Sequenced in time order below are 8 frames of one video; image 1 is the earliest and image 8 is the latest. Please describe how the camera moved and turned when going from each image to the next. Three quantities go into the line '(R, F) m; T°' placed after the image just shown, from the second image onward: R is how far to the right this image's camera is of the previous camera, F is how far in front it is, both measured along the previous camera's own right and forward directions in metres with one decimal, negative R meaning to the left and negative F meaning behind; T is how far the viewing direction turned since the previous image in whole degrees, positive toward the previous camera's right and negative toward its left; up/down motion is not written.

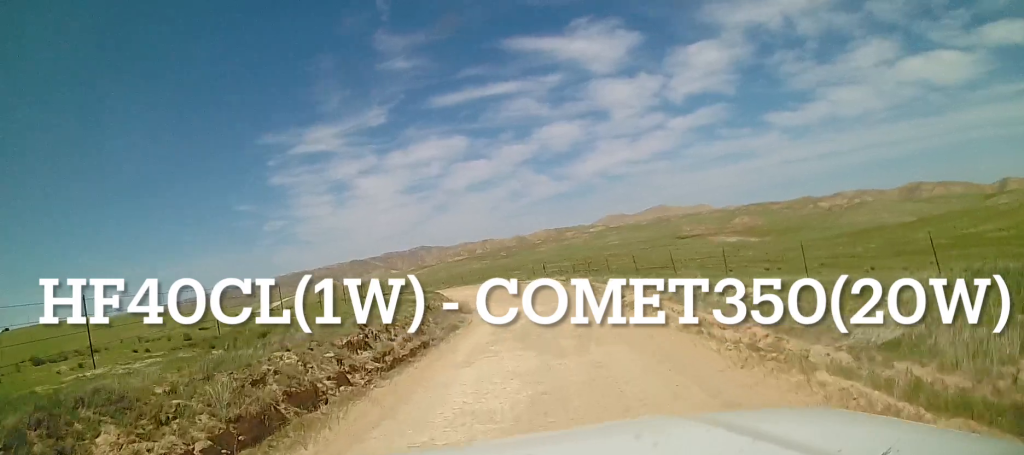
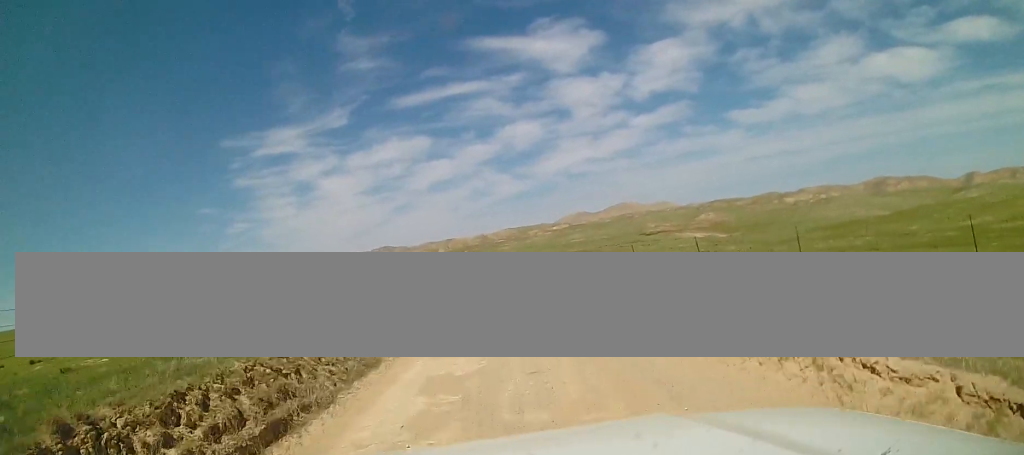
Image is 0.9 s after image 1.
(+0.3, +8.4) m; +3°
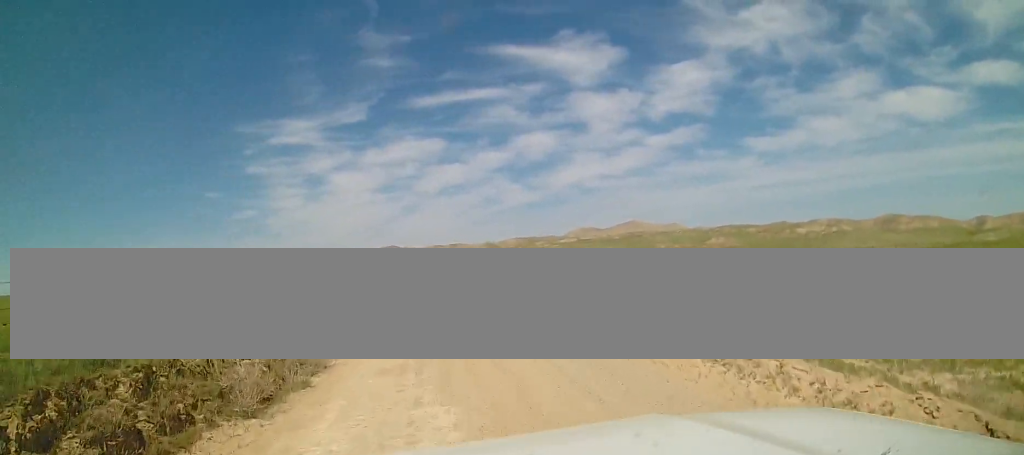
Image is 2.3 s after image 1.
(+0.2, +12.9) m; -2°
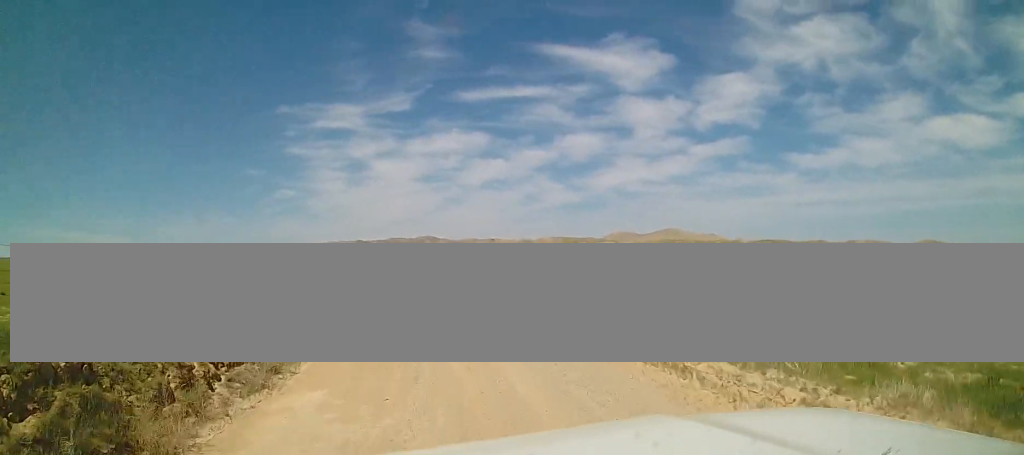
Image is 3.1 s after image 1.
(-0.4, +7.7) m; -5°
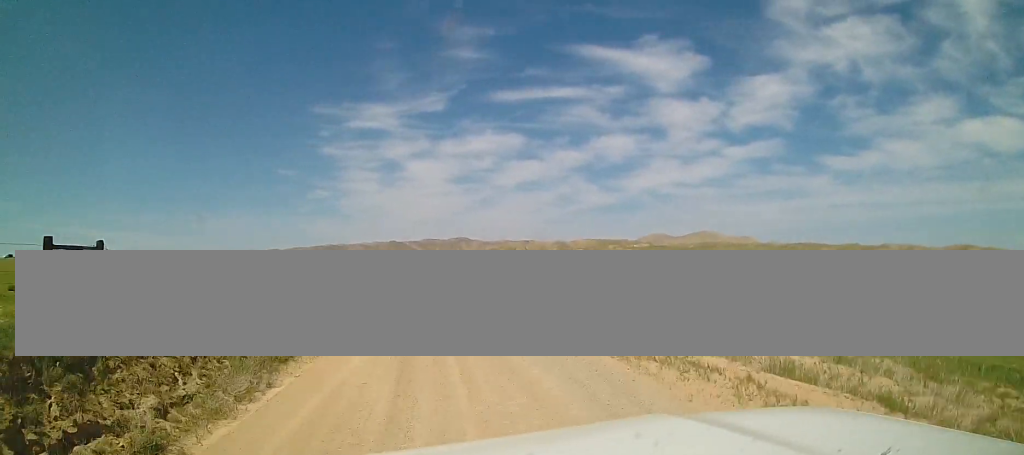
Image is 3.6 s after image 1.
(-0.2, +5.3) m; -3°
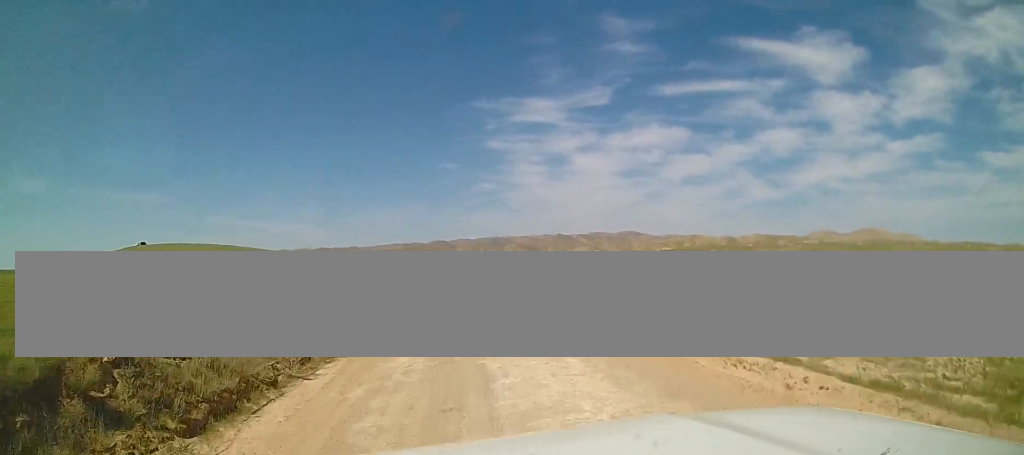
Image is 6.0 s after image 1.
(-3.2, +25.0) m; -14°
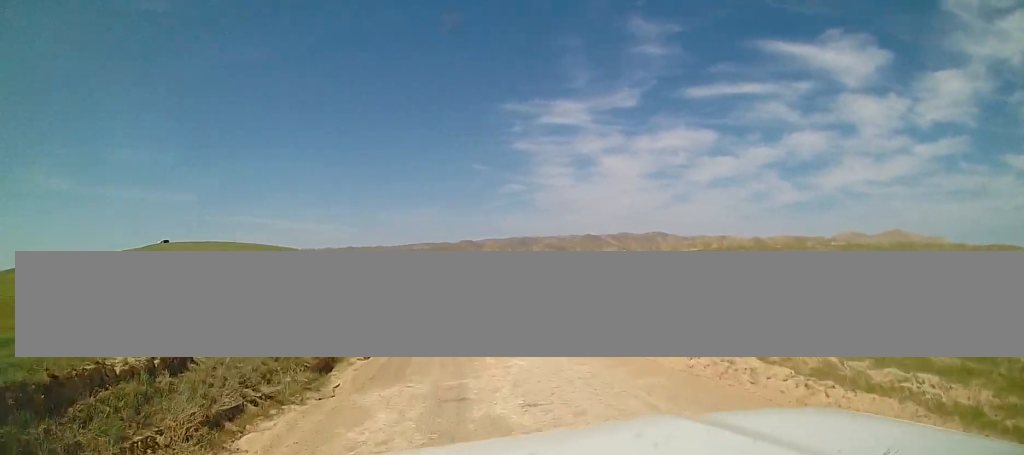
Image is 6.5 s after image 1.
(-0.1, +5.1) m; -2°
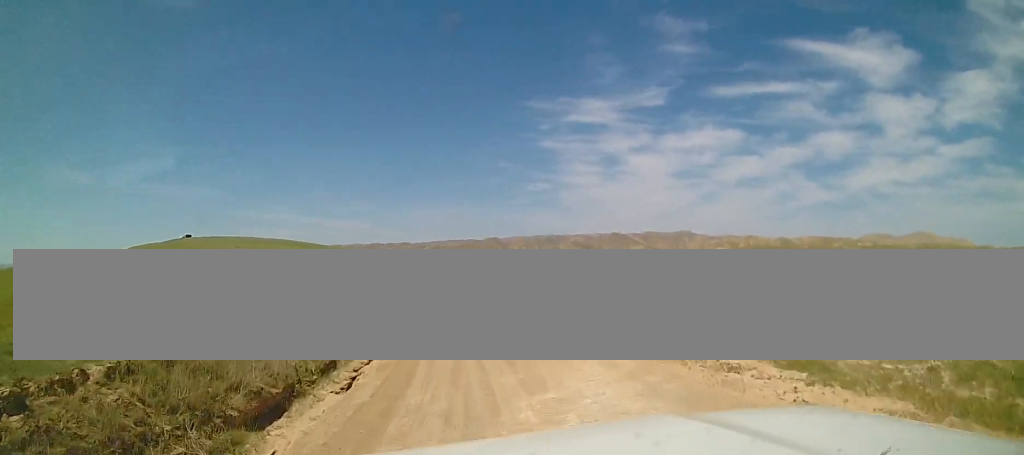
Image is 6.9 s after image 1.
(+0.1, +4.7) m; -2°
